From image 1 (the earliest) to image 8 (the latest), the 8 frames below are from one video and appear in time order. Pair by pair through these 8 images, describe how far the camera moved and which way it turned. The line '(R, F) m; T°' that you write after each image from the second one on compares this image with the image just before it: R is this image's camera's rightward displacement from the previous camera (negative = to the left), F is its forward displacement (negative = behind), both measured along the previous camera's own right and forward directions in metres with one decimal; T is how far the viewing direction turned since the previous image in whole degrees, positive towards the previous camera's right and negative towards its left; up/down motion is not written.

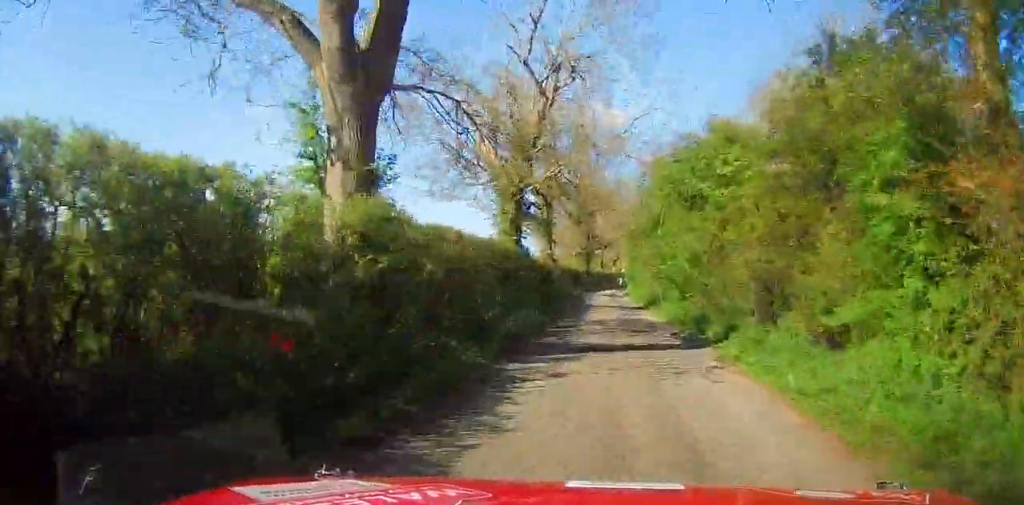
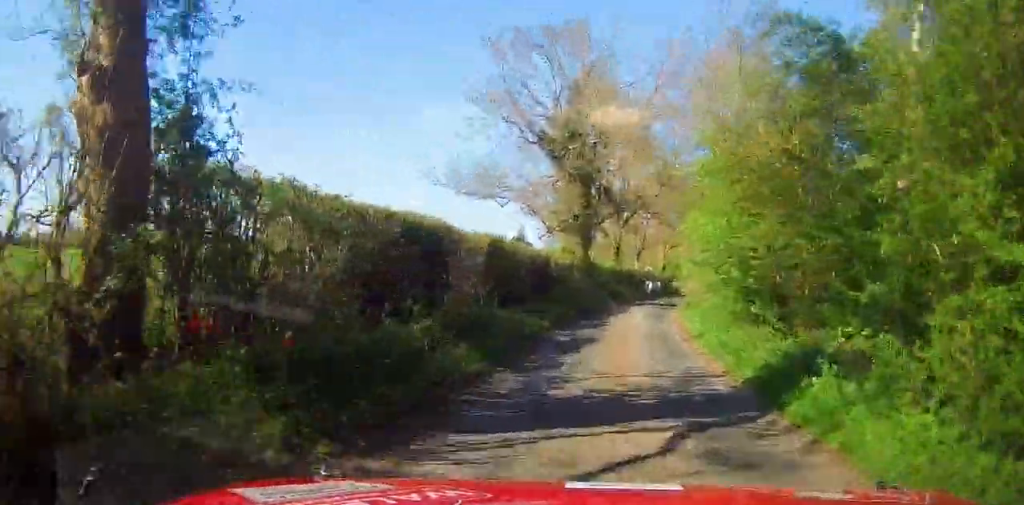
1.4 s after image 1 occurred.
(-1.4, +39.2) m; -1°
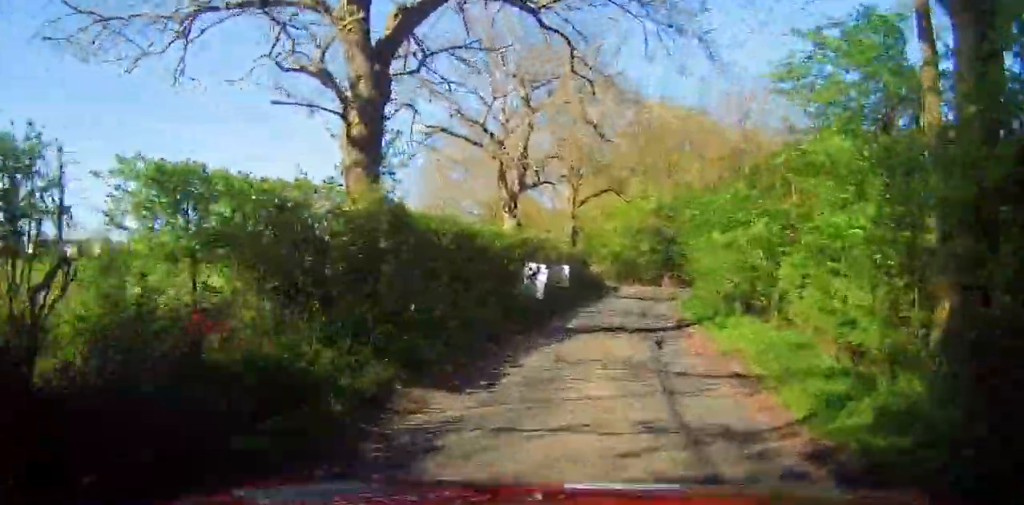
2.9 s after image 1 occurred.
(+1.1, +35.9) m; +5°
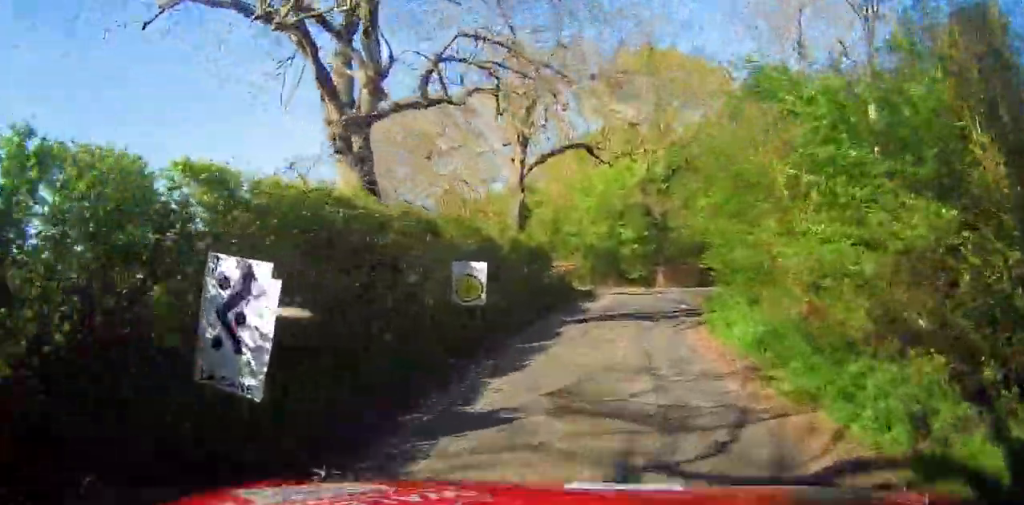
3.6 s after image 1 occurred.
(+0.4, +12.9) m; +2°
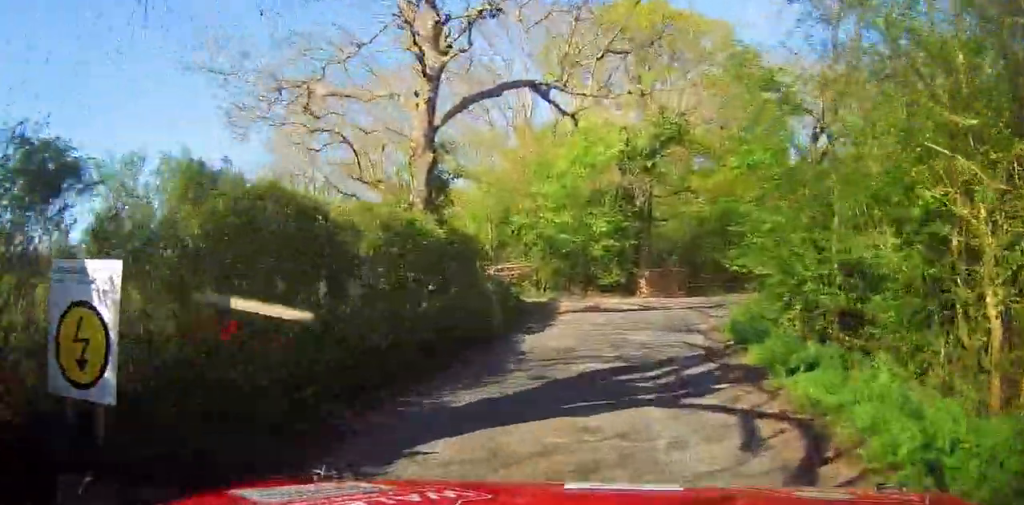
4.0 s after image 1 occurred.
(+0.3, +9.3) m; +1°
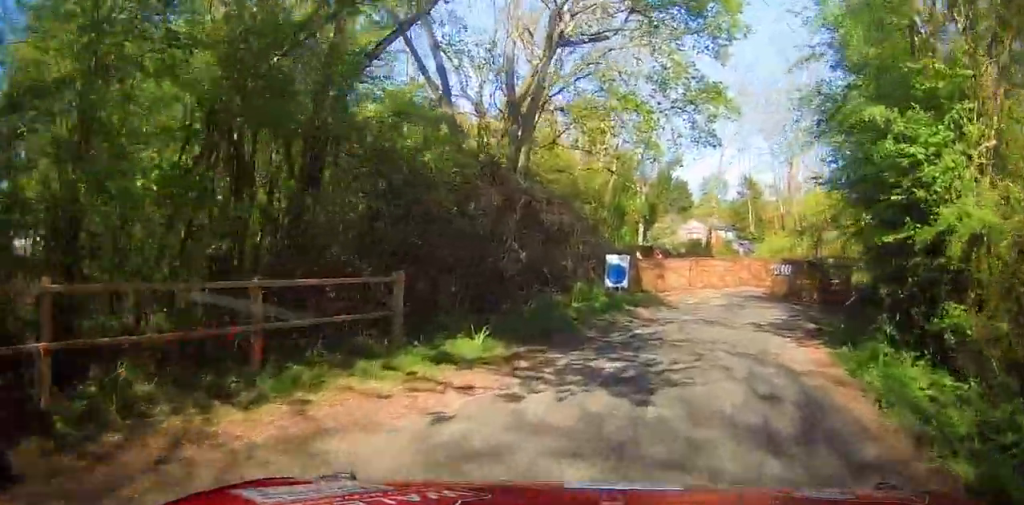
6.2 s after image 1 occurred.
(+5.7, +28.6) m; +30°
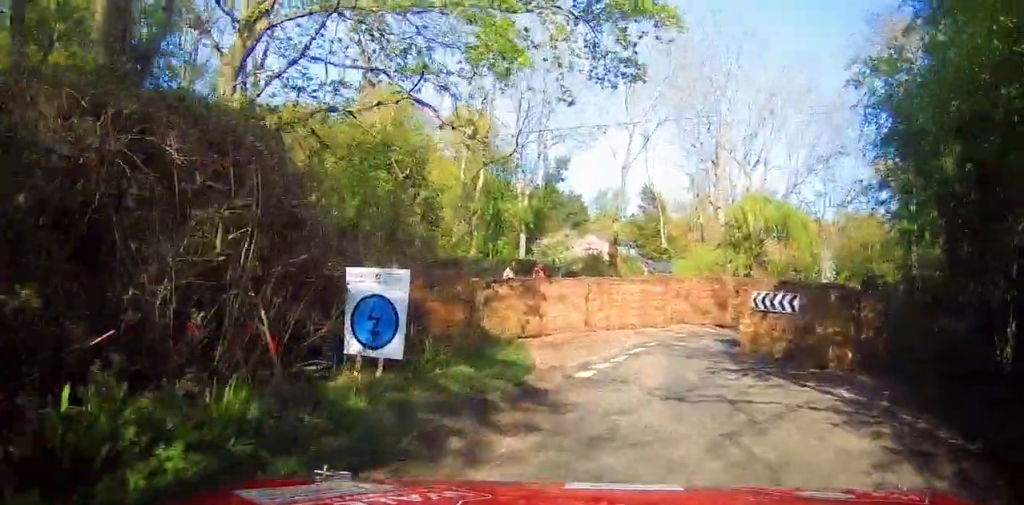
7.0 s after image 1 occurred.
(+0.4, +9.6) m; +7°
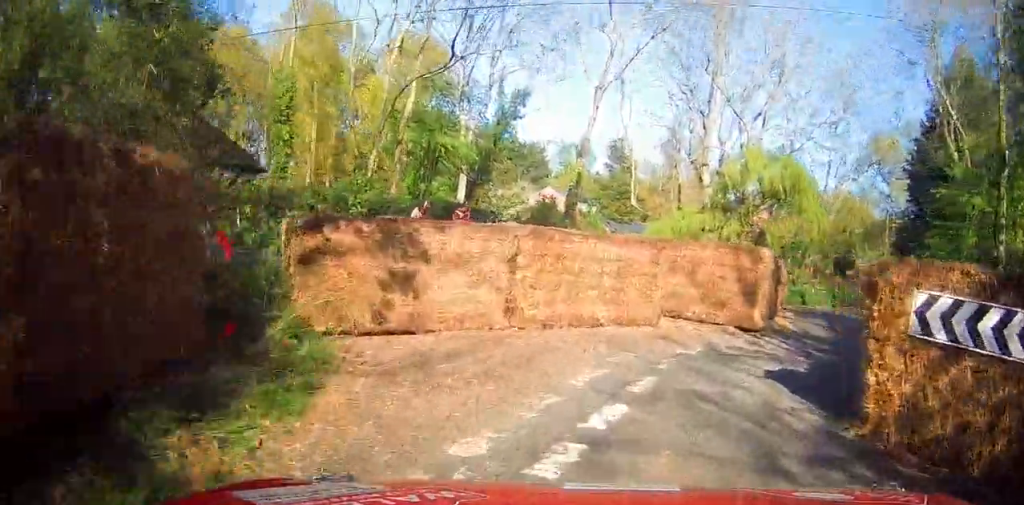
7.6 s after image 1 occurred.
(+0.6, +7.1) m; +14°
